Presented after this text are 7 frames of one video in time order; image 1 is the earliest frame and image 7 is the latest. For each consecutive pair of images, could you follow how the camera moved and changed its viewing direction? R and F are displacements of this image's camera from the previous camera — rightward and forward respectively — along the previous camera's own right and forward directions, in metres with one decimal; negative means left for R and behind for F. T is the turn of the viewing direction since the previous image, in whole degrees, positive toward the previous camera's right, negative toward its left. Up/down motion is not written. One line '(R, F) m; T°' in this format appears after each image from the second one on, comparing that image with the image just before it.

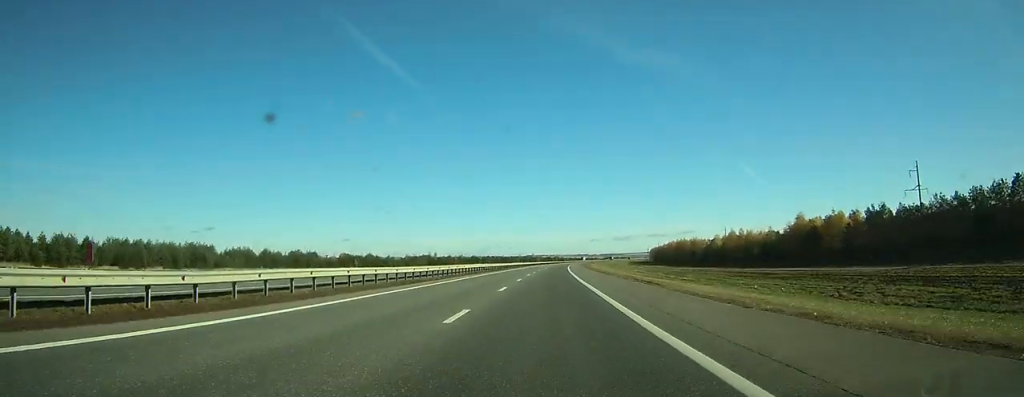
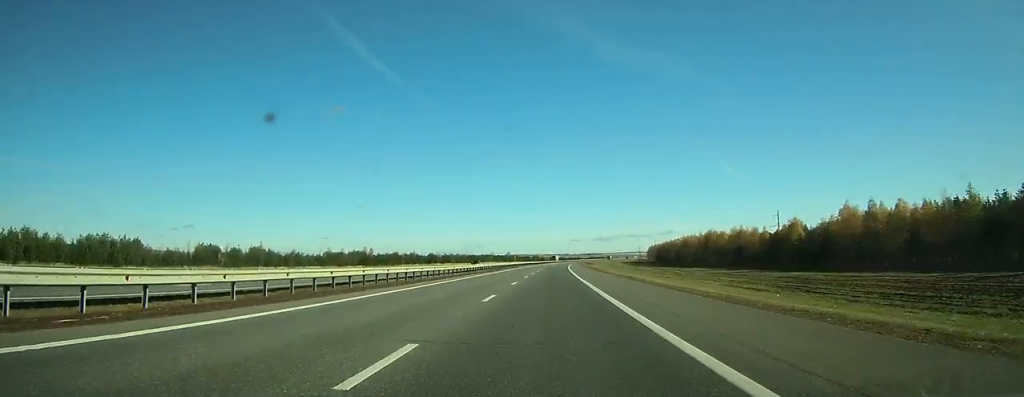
(+1.5, +99.7) m; +2°
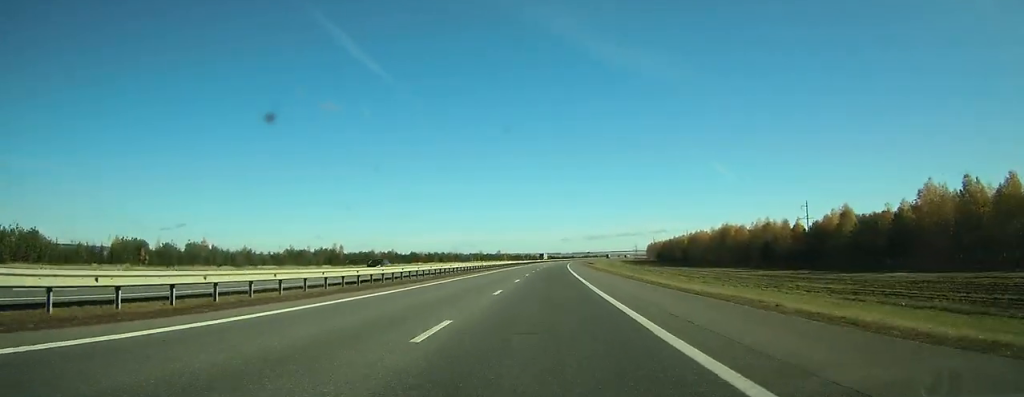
(0.0, +32.6) m; +1°
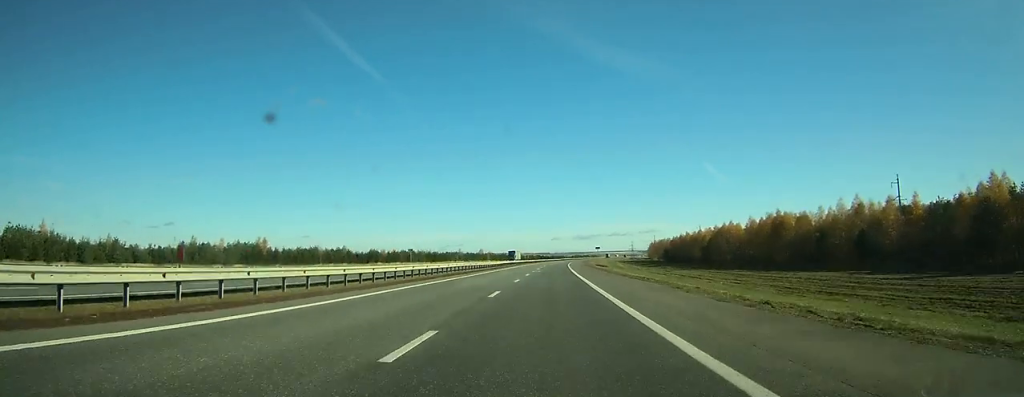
(+0.8, +61.5) m; +1°
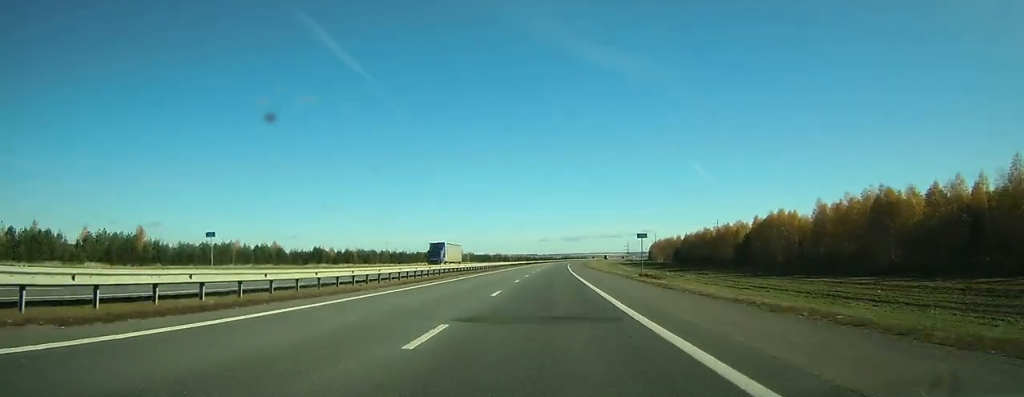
(+0.6, +59.1) m; +1°
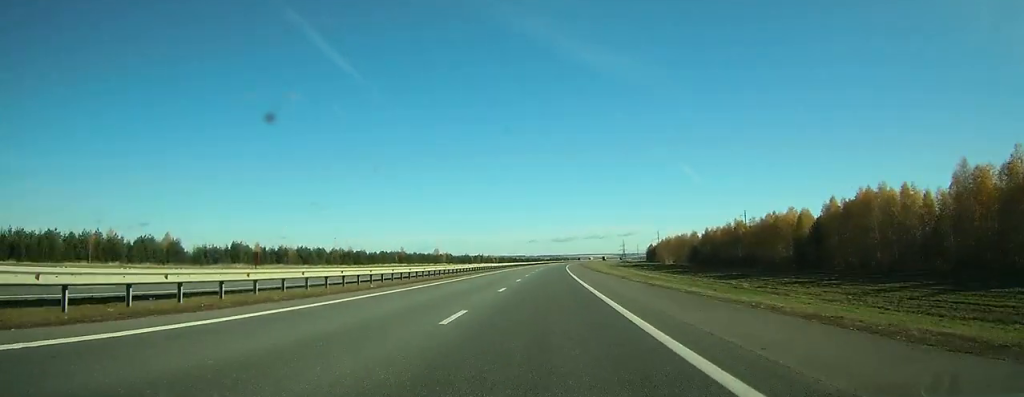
(+0.4, +56.9) m; +1°
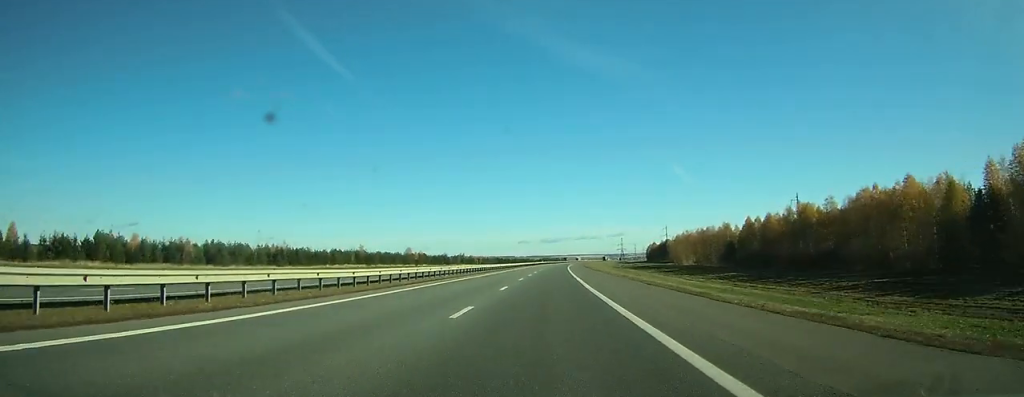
(+0.8, +58.5) m; +1°
